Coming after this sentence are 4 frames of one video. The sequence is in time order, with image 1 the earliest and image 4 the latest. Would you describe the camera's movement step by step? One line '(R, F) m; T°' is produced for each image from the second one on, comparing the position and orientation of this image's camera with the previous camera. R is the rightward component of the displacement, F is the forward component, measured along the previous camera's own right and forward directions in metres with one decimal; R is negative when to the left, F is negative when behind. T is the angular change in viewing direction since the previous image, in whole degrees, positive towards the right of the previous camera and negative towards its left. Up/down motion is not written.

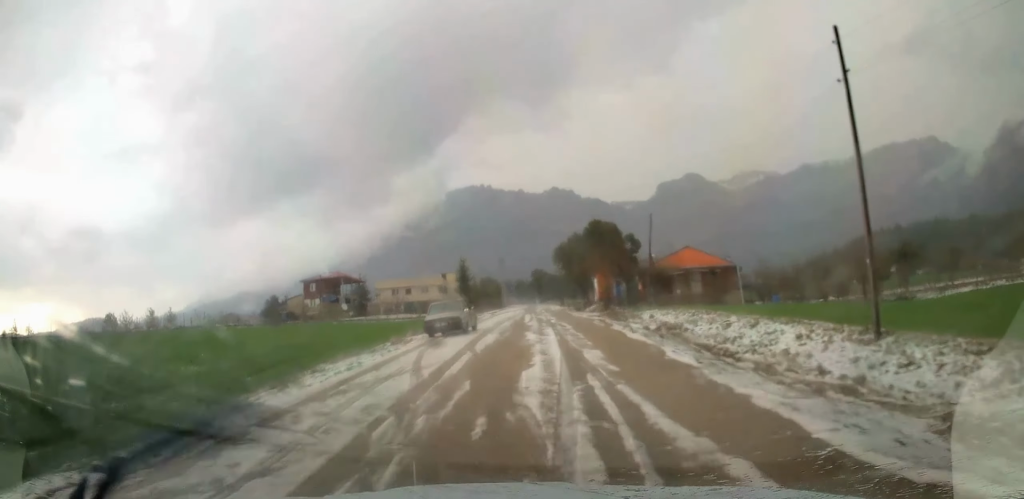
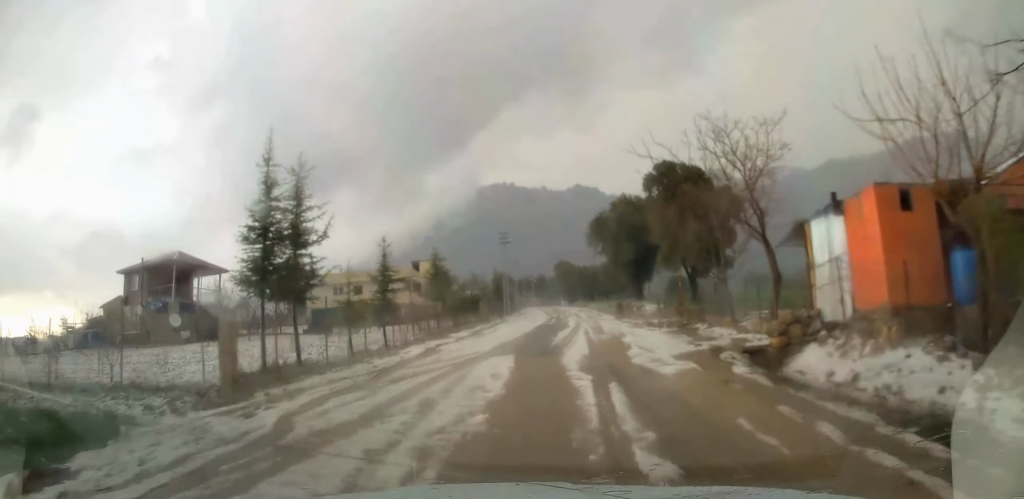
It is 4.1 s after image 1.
(-1.2, +42.1) m; -2°
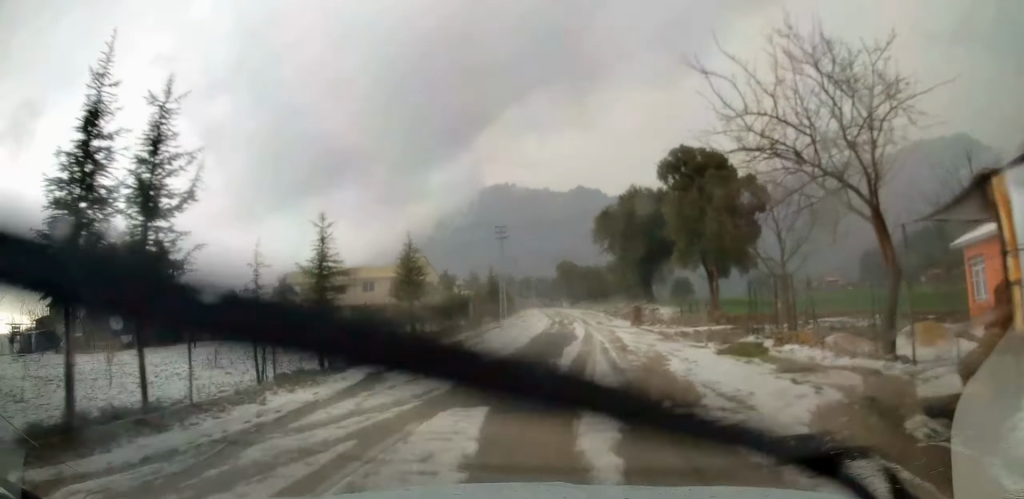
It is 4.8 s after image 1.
(-0.1, +6.4) m; +1°
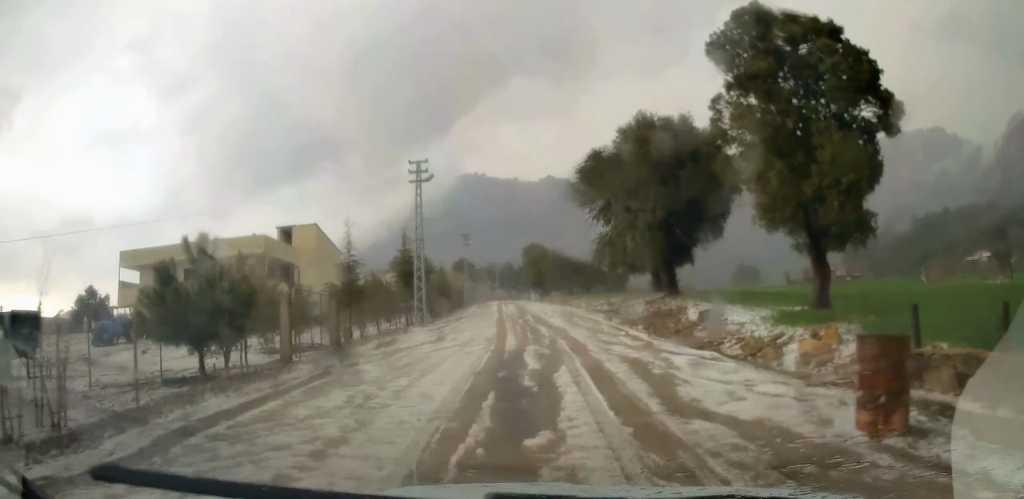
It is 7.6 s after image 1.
(+0.7, +23.7) m; +3°
